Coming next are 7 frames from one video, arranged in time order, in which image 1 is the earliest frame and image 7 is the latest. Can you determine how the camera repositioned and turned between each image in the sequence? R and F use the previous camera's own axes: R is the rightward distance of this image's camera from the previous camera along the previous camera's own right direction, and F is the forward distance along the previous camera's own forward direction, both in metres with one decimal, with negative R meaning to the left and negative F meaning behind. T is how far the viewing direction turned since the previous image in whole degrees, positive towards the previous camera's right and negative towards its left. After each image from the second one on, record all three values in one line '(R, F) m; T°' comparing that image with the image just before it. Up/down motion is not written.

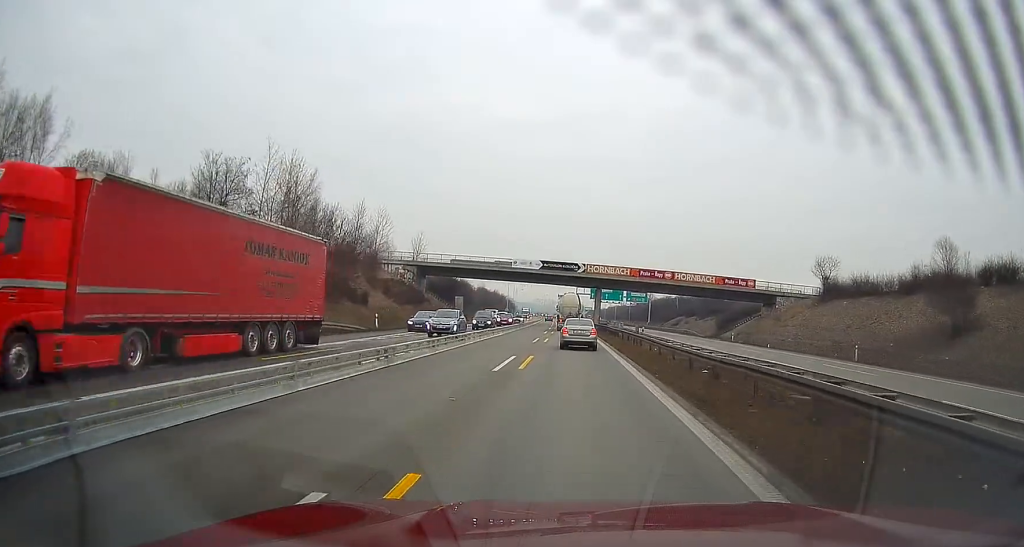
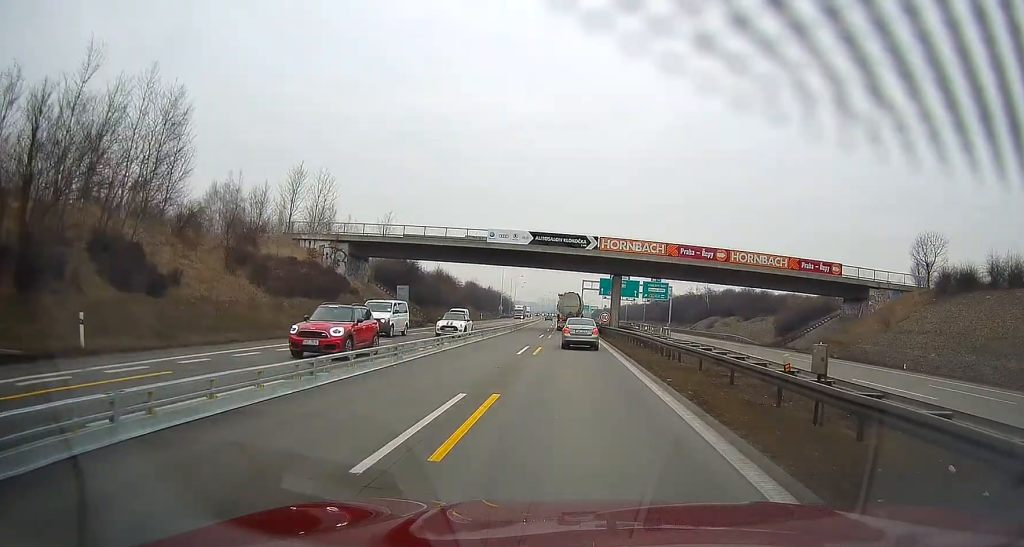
(-0.3, +29.1) m; -1°
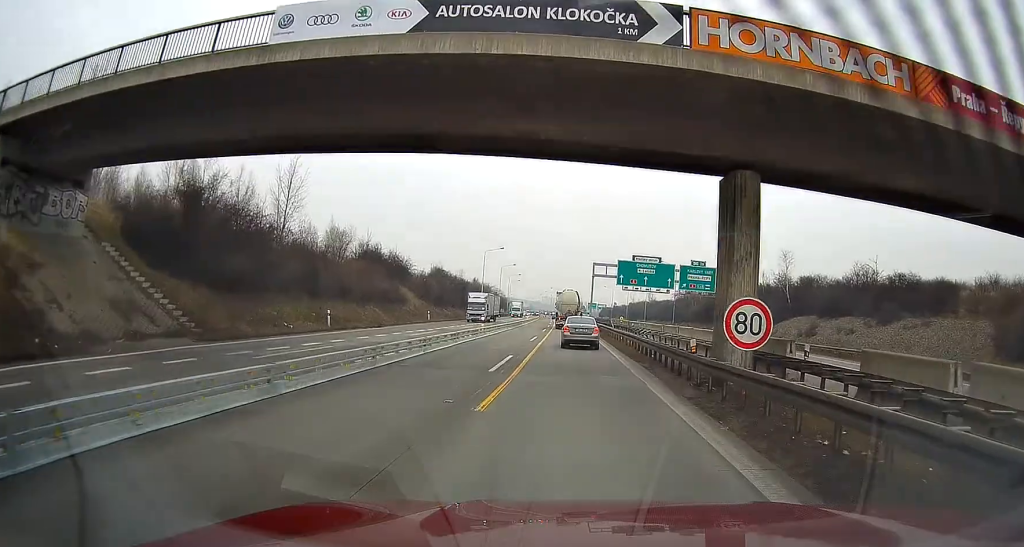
(-0.5, +43.5) m; -1°
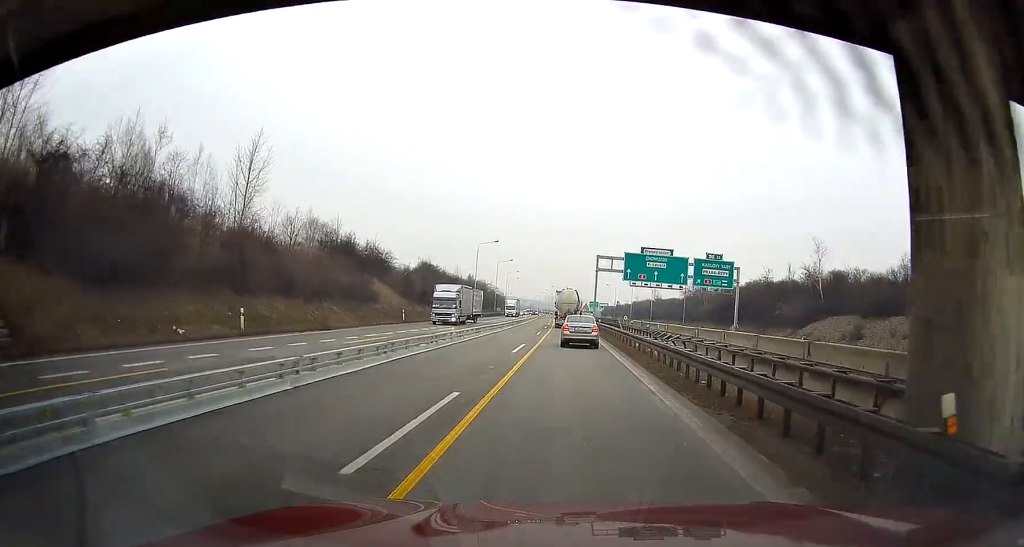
(0.0, +10.6) m; 0°
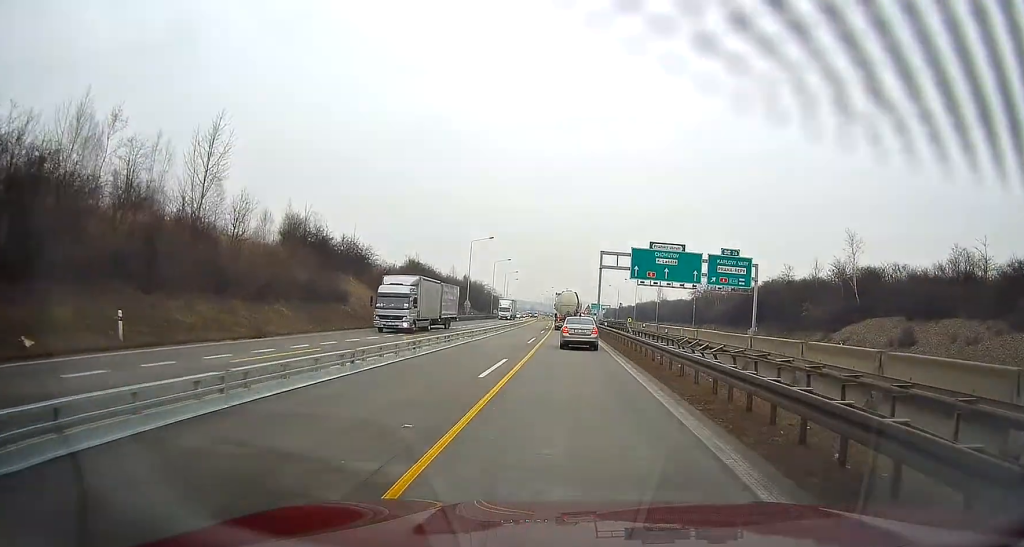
(0.0, +8.8) m; 0°
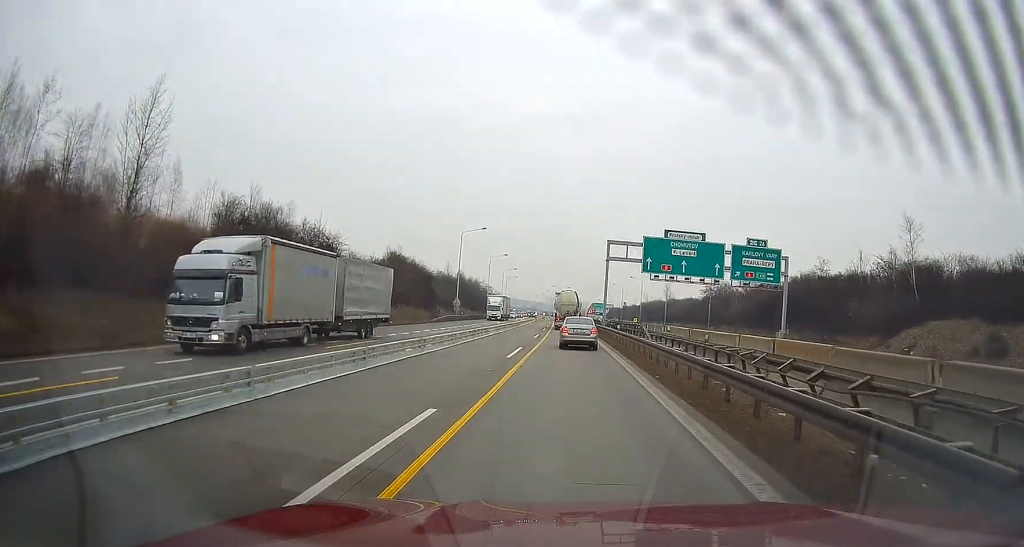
(0.0, +11.3) m; +1°
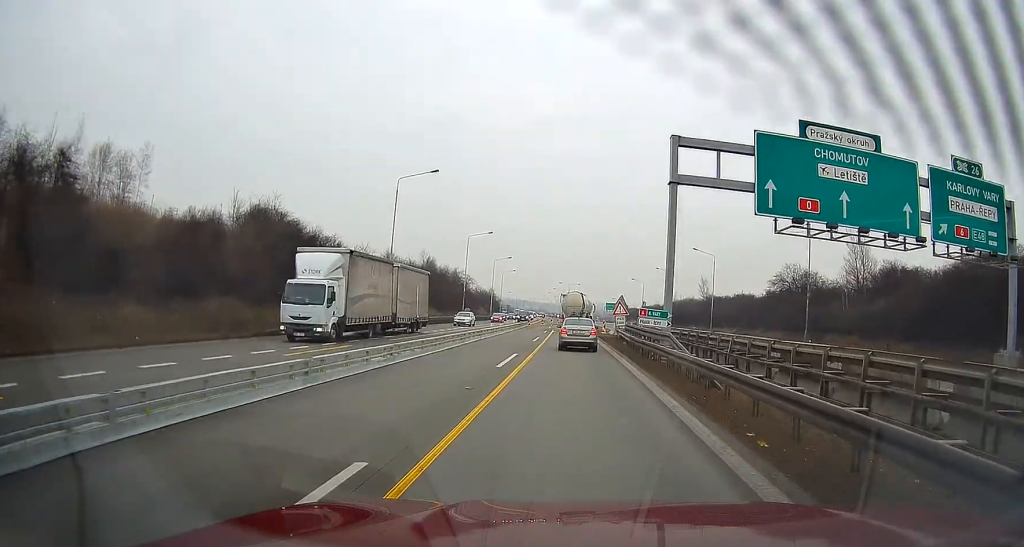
(+0.5, +39.8) m; 0°
